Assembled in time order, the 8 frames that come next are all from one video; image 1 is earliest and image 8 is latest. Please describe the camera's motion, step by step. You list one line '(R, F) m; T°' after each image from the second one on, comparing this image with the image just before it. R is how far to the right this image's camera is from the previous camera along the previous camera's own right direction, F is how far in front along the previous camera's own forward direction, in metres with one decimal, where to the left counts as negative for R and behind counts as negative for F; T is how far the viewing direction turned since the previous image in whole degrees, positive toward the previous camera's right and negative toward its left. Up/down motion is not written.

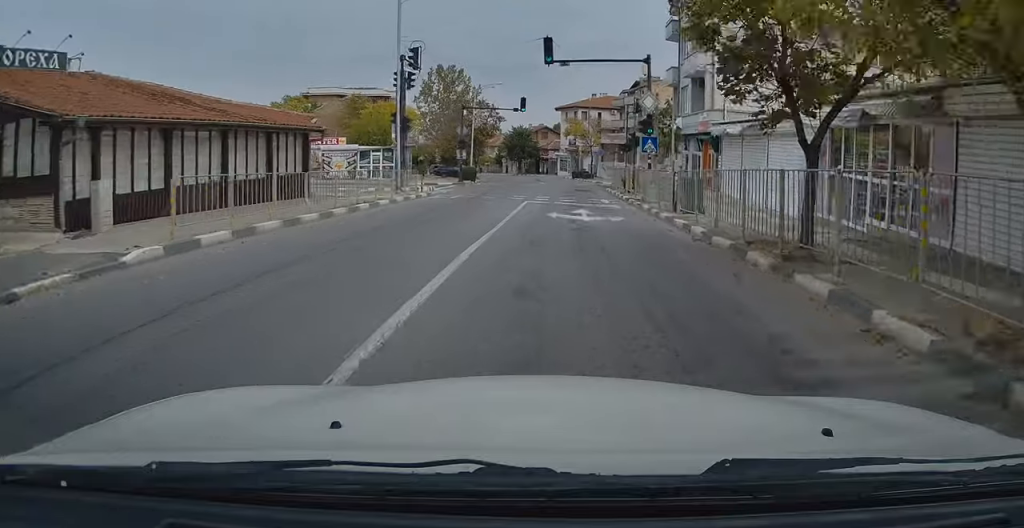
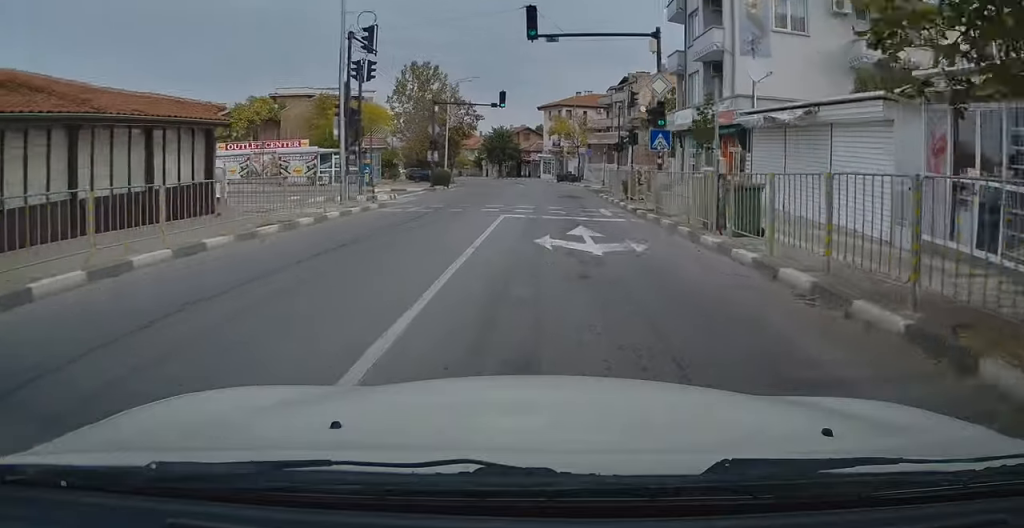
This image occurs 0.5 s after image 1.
(+0.2, +5.7) m; +2°
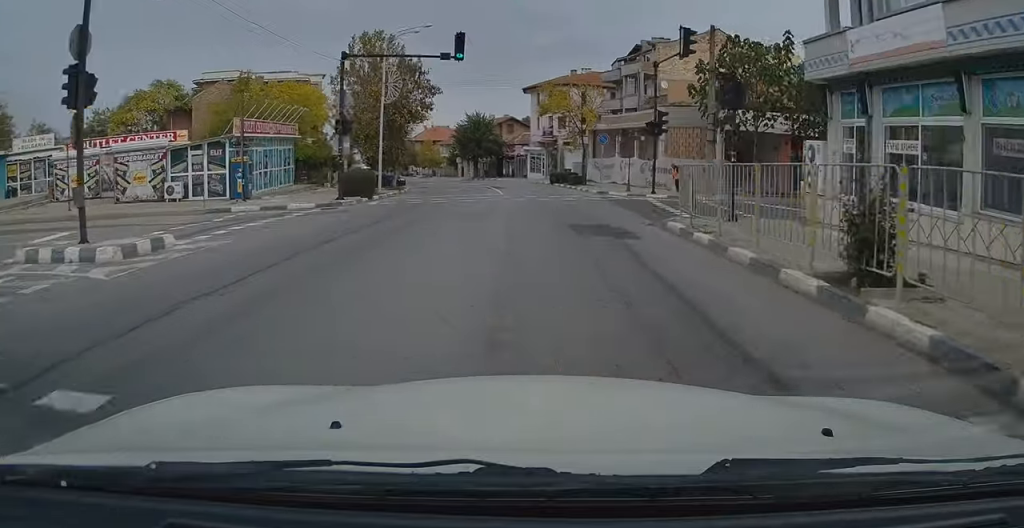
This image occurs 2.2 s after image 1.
(+0.7, +19.1) m; +3°
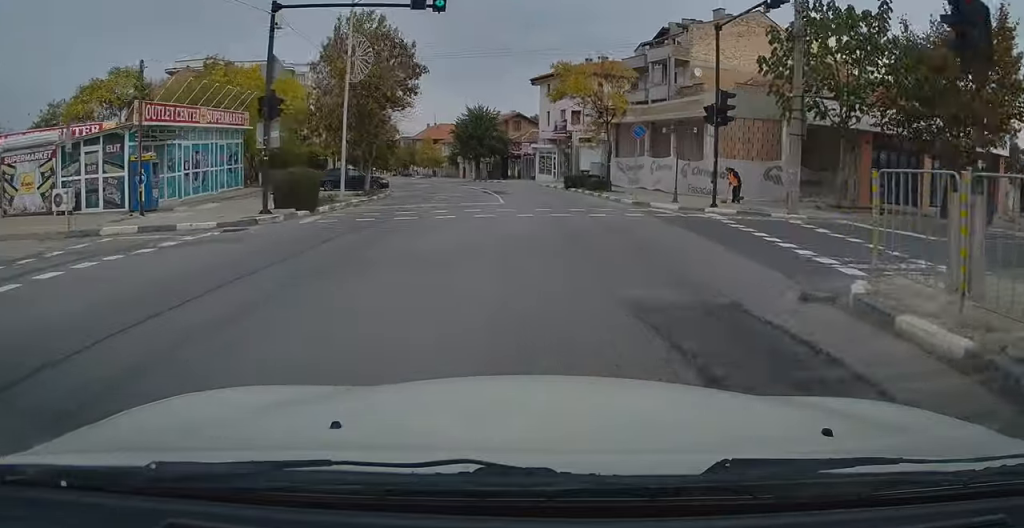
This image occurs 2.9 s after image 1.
(+0.1, +8.5) m; -1°
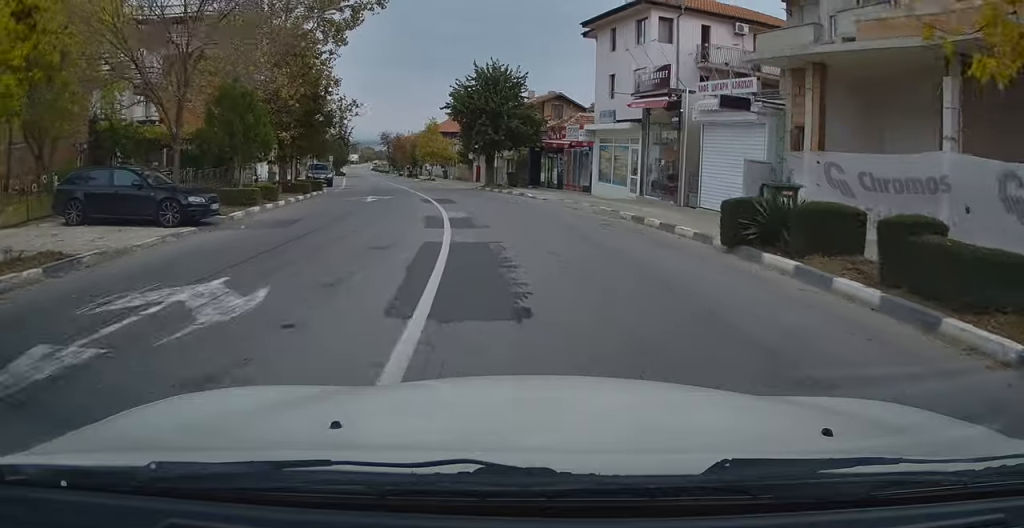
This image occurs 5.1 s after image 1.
(-0.8, +25.9) m; -4°
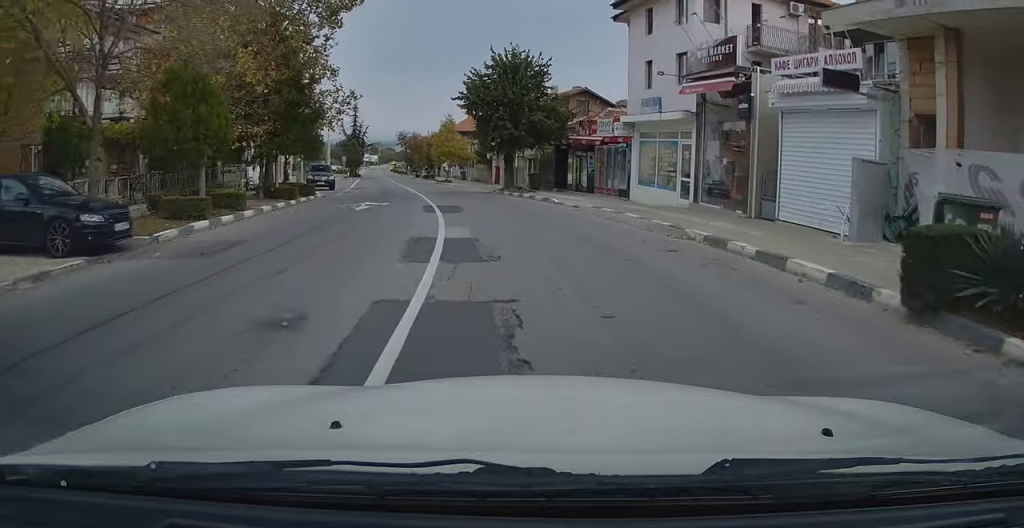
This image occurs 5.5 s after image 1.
(-0.1, +4.8) m; -2°
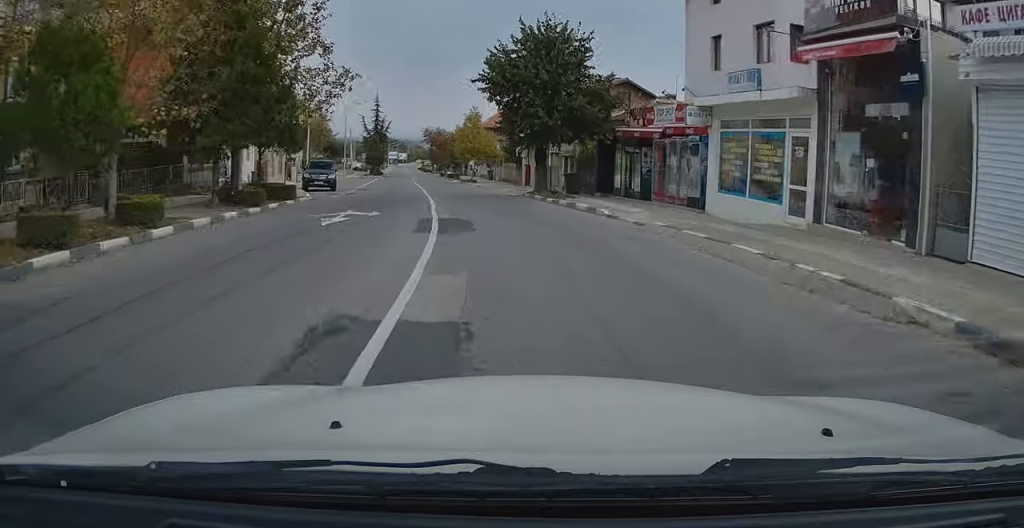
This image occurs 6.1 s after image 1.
(0.0, +6.4) m; -3°
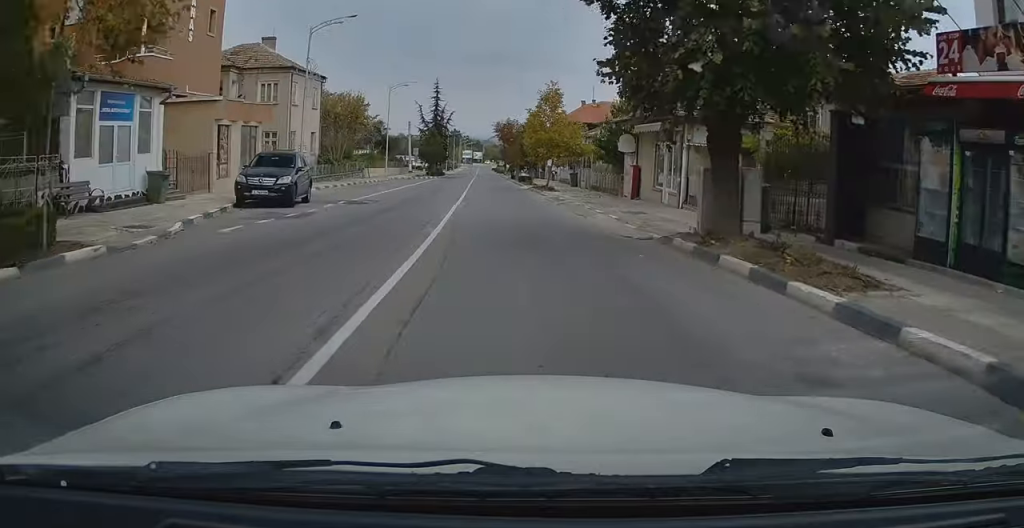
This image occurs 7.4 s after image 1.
(-1.3, +16.8) m; -7°
